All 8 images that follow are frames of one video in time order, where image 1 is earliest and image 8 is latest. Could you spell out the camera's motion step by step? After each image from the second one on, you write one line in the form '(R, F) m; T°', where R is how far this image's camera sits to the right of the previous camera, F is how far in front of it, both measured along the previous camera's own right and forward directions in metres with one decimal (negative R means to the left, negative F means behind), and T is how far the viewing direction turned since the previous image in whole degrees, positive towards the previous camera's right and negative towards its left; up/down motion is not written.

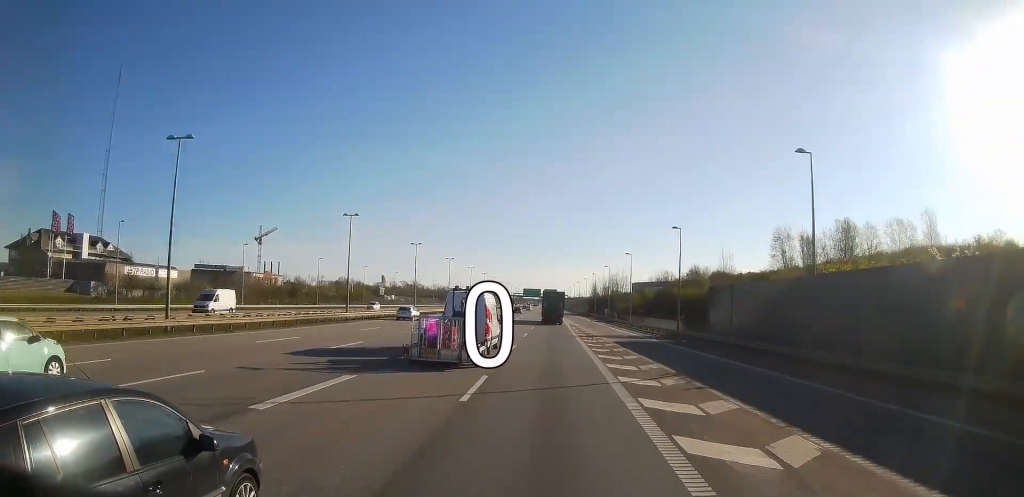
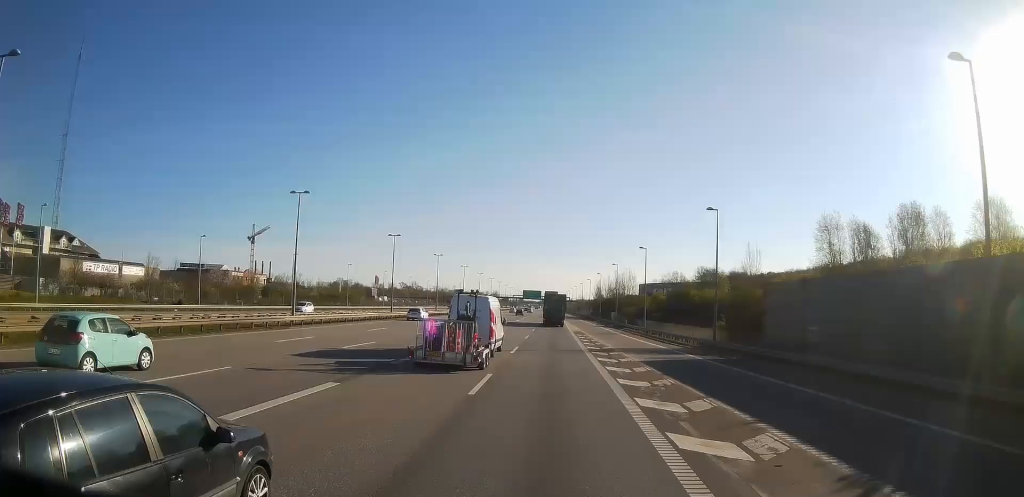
(-0.1, +13.3) m; 0°
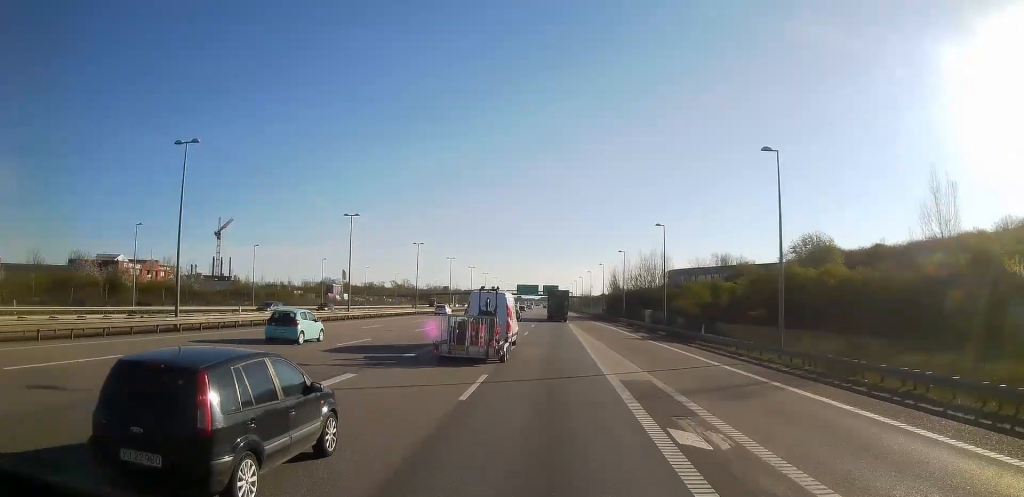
(+0.3, +46.3) m; 0°
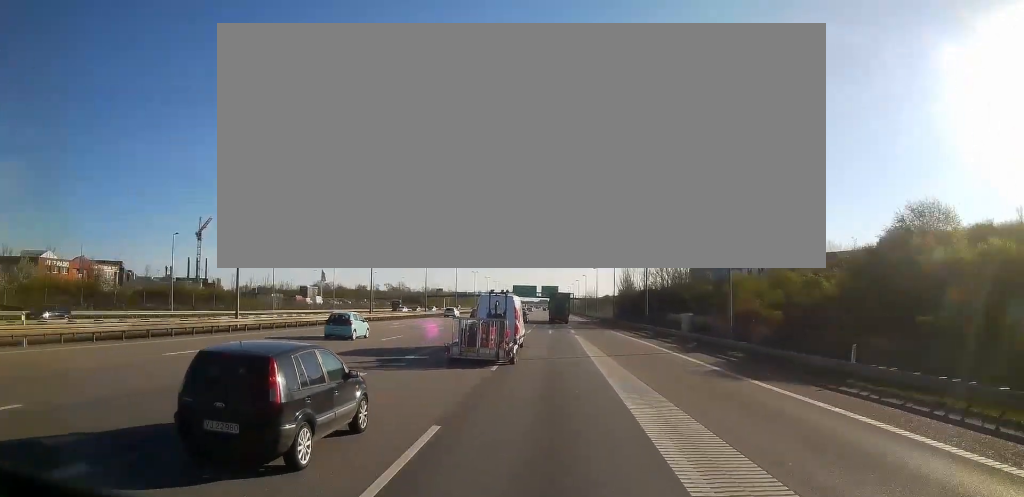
(0.0, +22.8) m; 0°
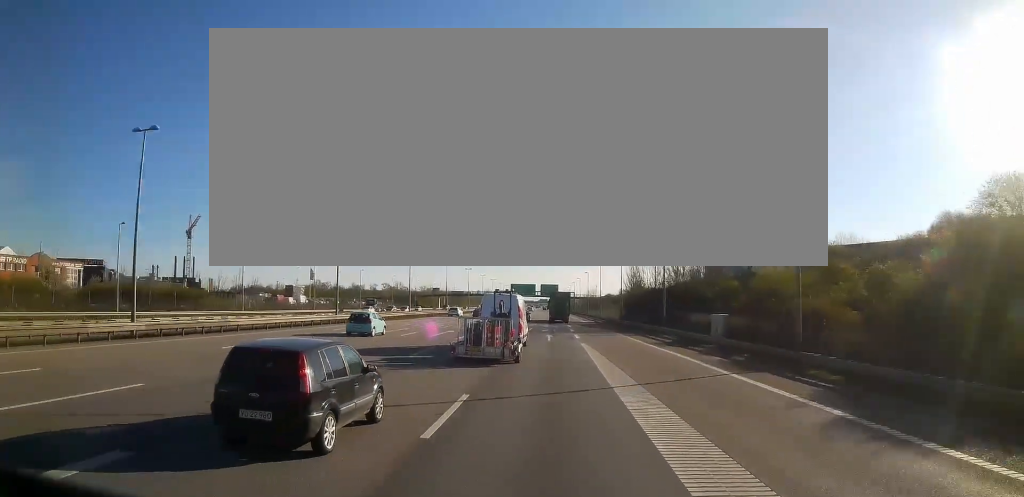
(-0.2, +11.0) m; 0°
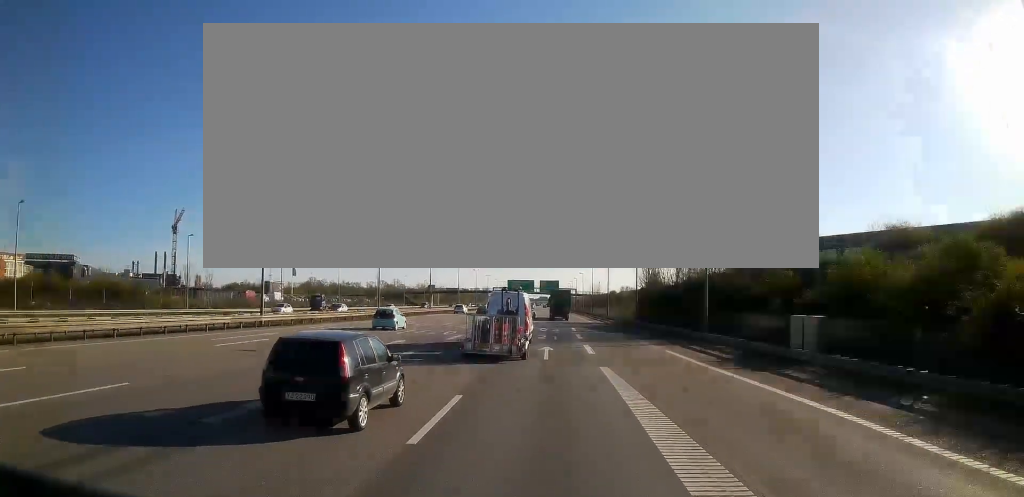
(0.0, +15.7) m; 0°
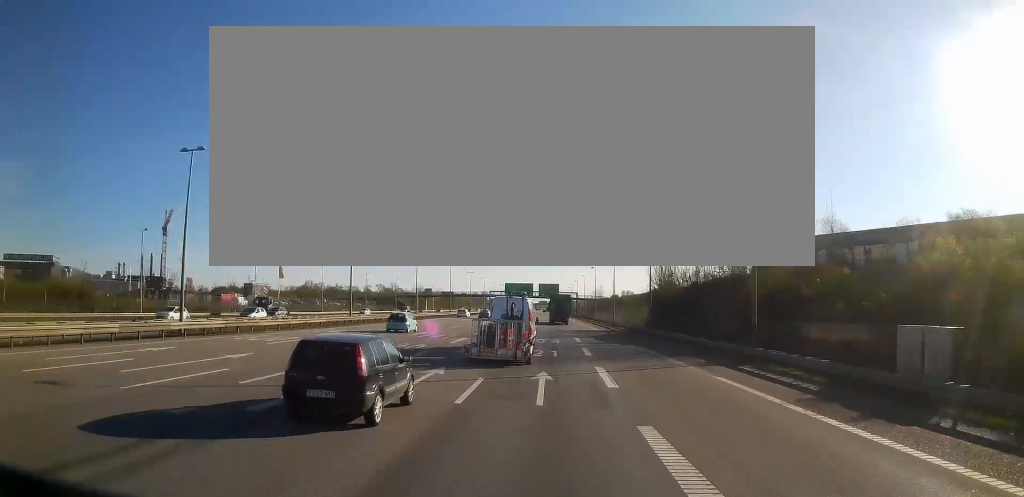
(+0.1, +10.2) m; 0°
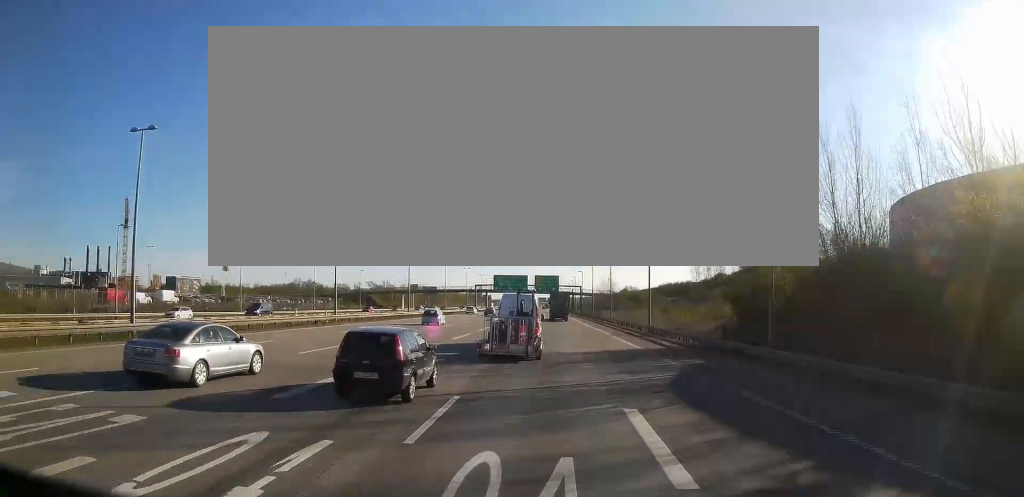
(+0.1, +34.3) m; 0°
